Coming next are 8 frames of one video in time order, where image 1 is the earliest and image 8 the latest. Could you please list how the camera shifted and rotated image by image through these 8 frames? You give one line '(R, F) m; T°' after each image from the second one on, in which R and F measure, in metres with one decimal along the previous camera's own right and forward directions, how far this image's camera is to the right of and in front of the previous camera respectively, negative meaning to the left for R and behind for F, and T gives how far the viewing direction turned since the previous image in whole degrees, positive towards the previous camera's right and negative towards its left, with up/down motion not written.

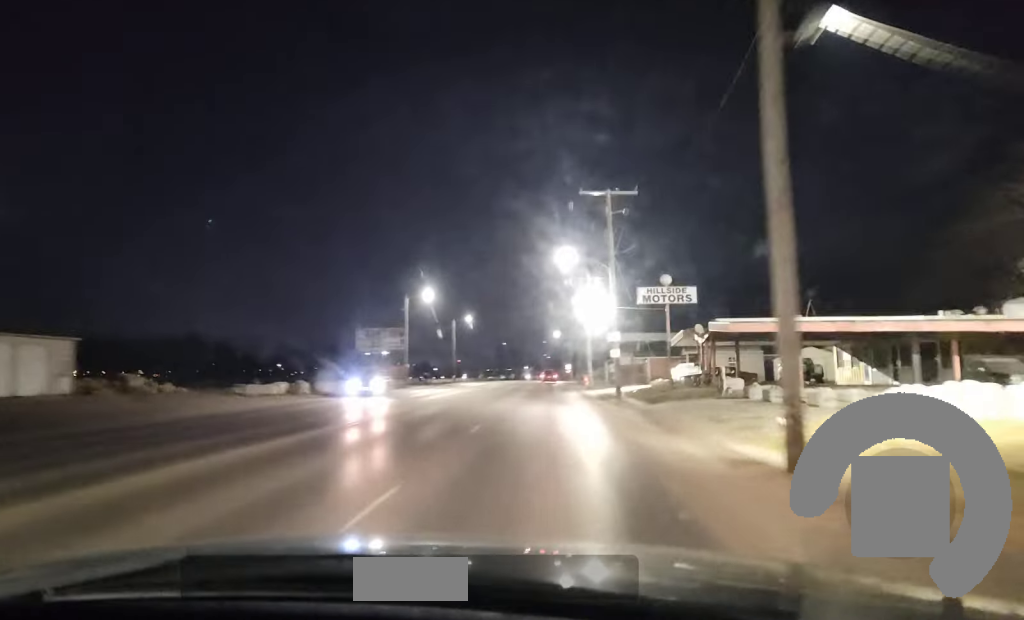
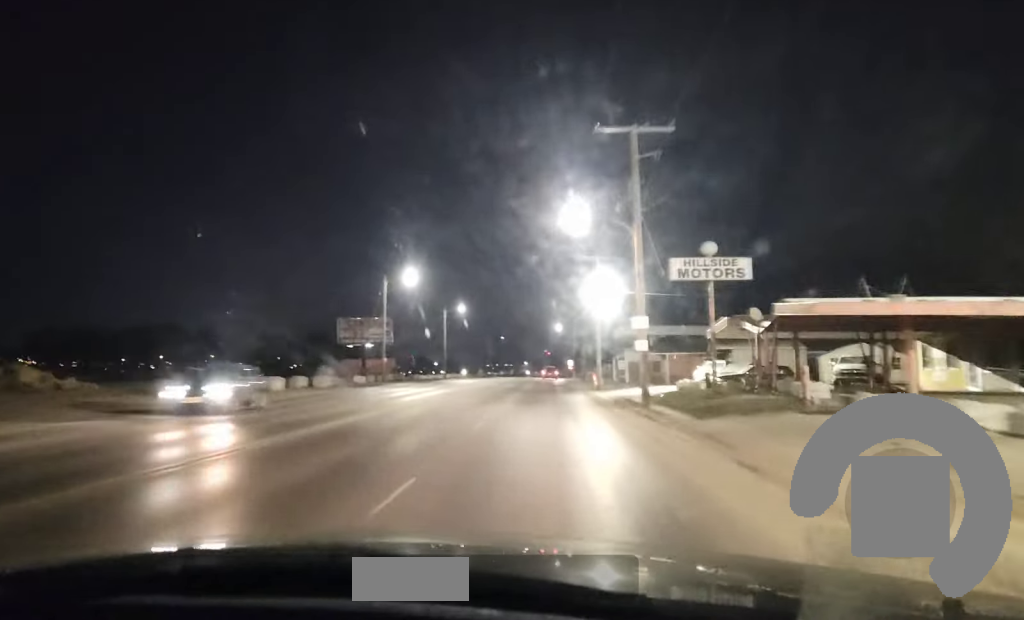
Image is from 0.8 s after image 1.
(+0.1, +11.2) m; 0°
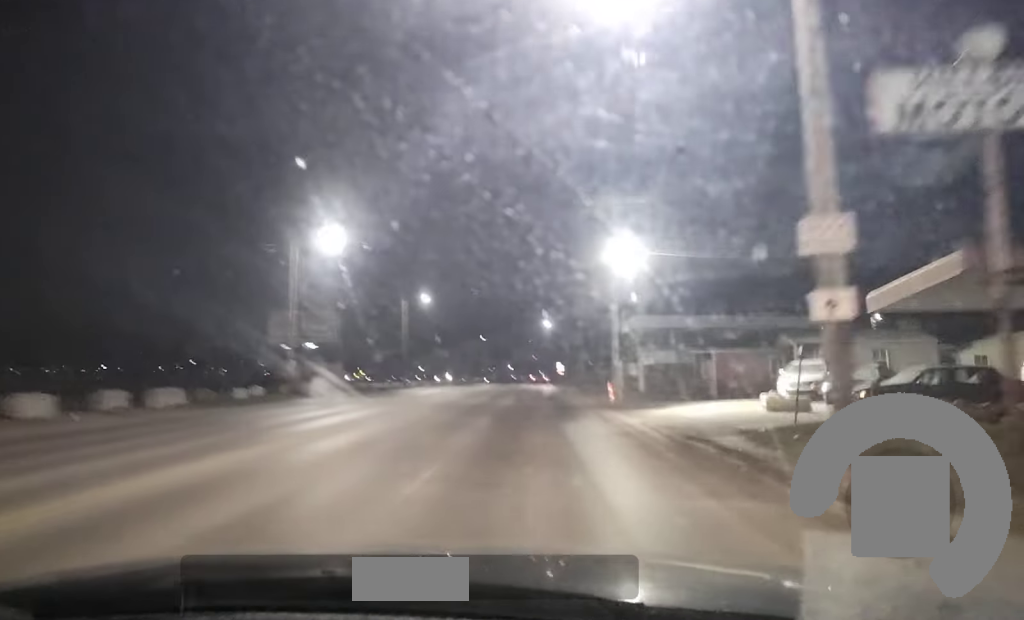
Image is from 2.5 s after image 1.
(+0.1, +22.9) m; 0°
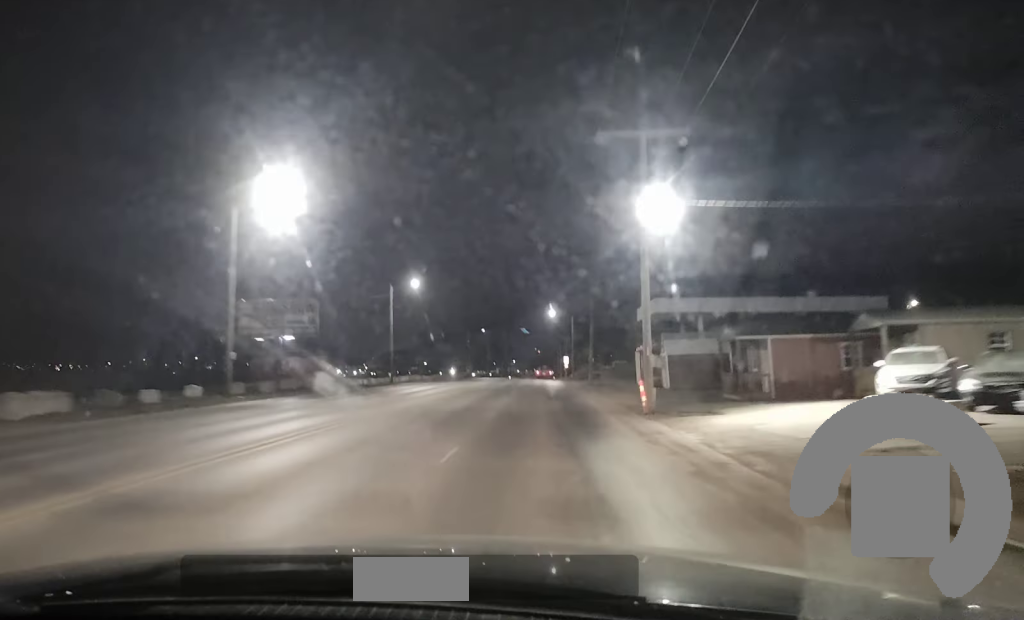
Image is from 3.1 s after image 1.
(0.0, +9.7) m; -1°
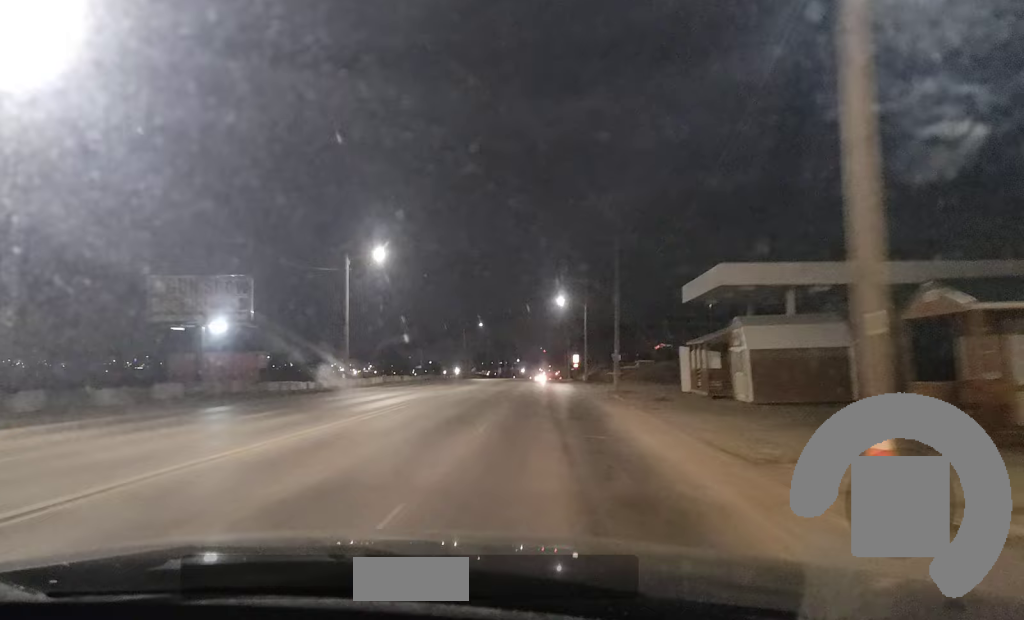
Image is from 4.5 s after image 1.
(-0.2, +19.2) m; +1°
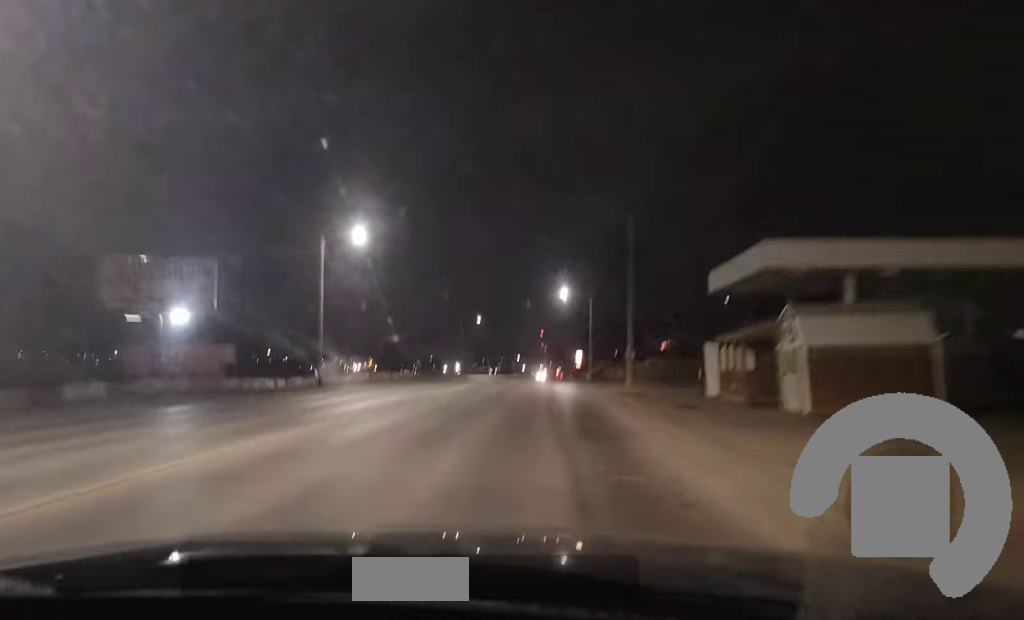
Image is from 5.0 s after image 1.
(0.0, +6.9) m; +1°
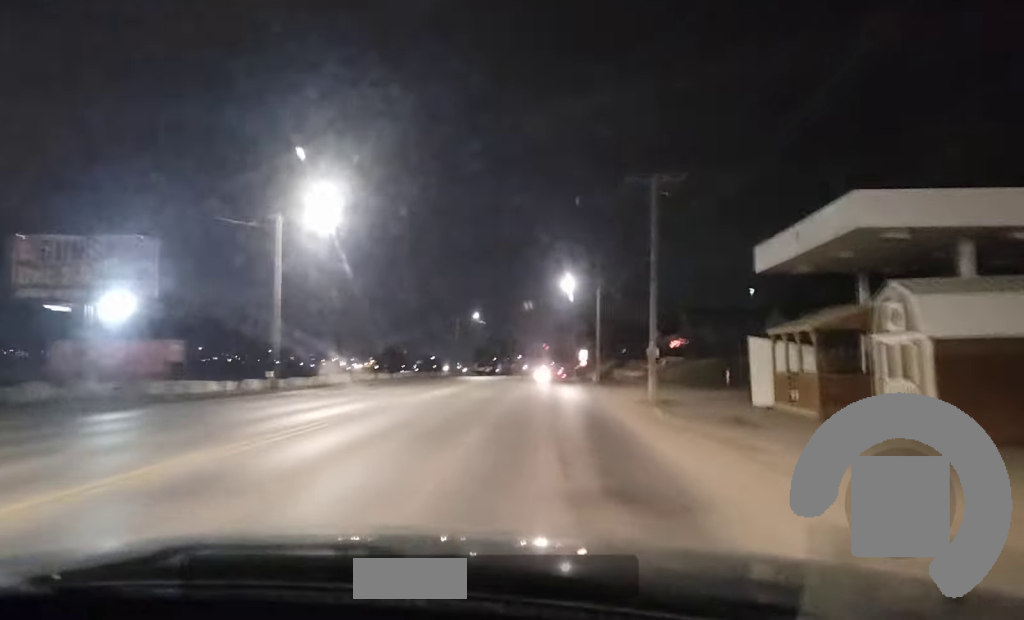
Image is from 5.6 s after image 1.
(+0.2, +8.3) m; +1°
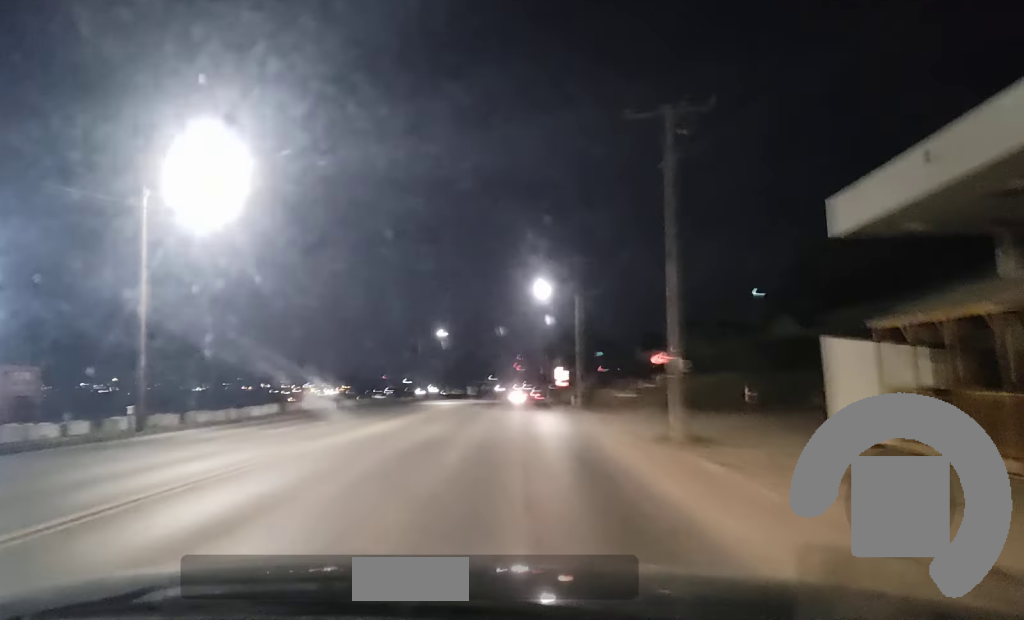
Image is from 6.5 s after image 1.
(+0.1, +11.1) m; 0°
